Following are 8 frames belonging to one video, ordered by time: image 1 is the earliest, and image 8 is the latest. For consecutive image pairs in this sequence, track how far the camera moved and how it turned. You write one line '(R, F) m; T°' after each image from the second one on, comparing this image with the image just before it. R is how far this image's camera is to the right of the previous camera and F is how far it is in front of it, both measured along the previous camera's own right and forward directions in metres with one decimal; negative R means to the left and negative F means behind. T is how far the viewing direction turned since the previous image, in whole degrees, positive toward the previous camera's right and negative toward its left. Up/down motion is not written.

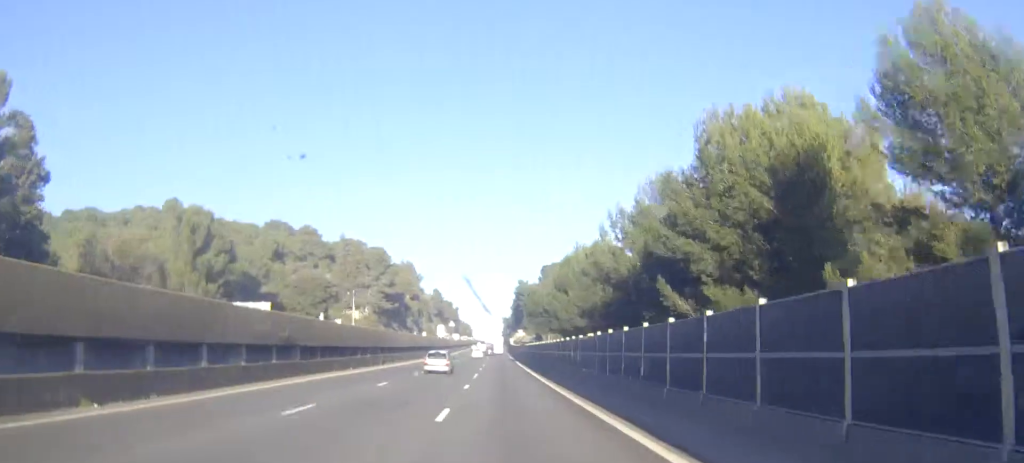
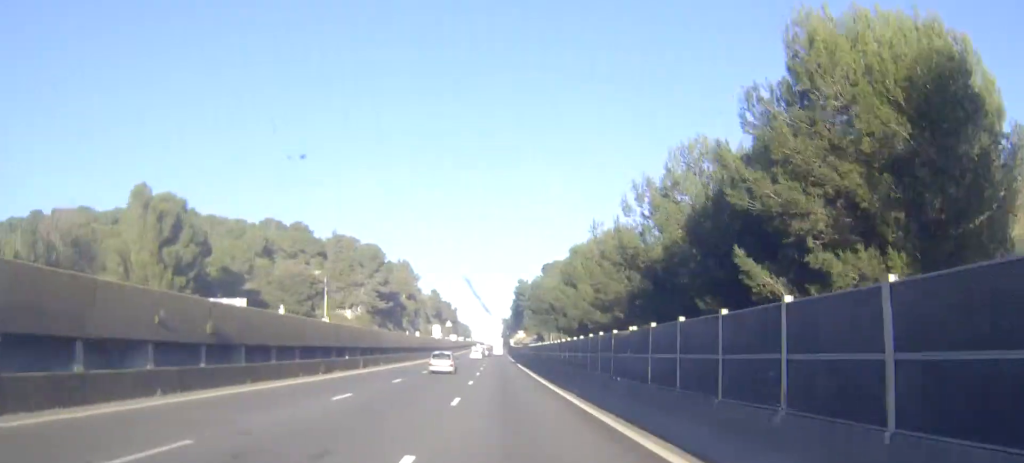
(0.0, +7.8) m; 0°
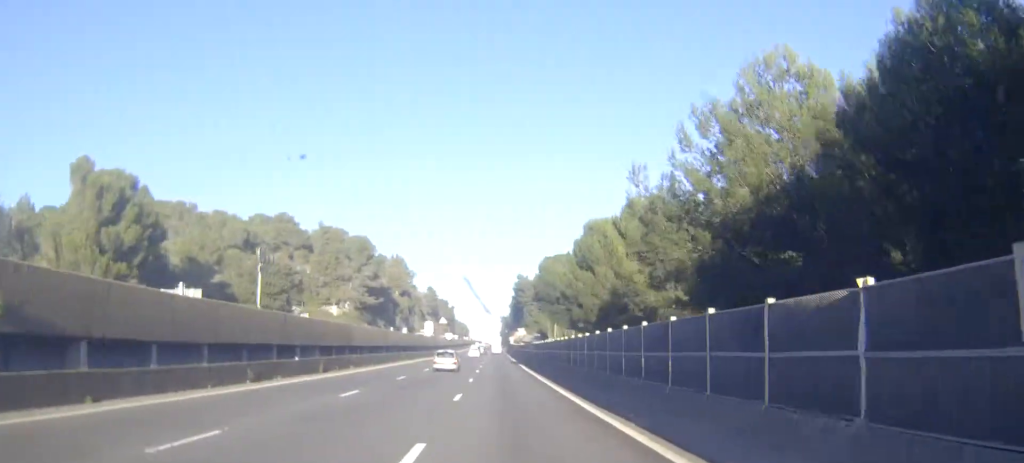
(0.0, +11.4) m; 0°
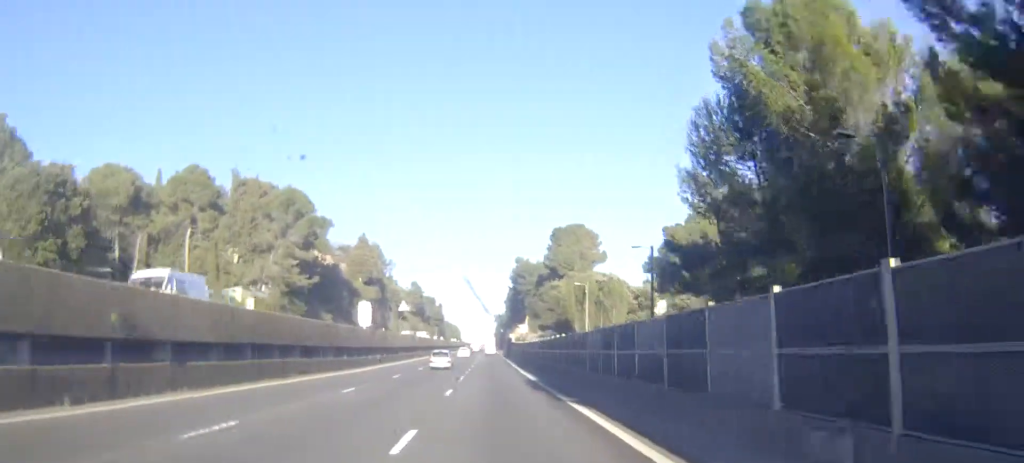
(+0.4, +49.2) m; +1°
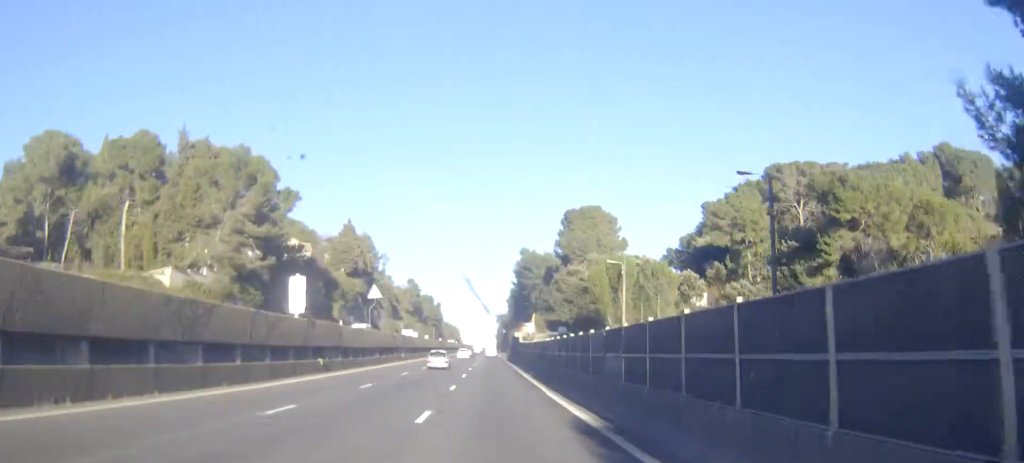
(+0.2, +20.7) m; 0°
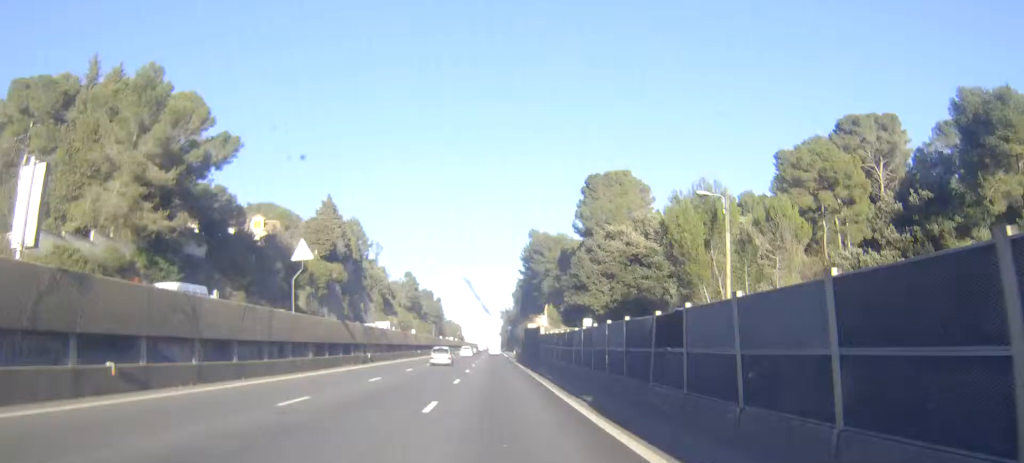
(0.0, +24.3) m; +1°
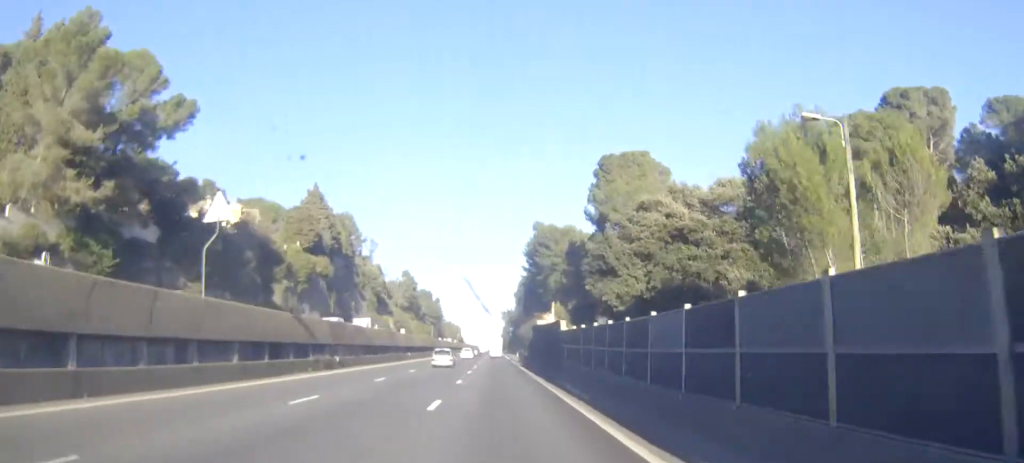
(+0.2, +12.0) m; 0°
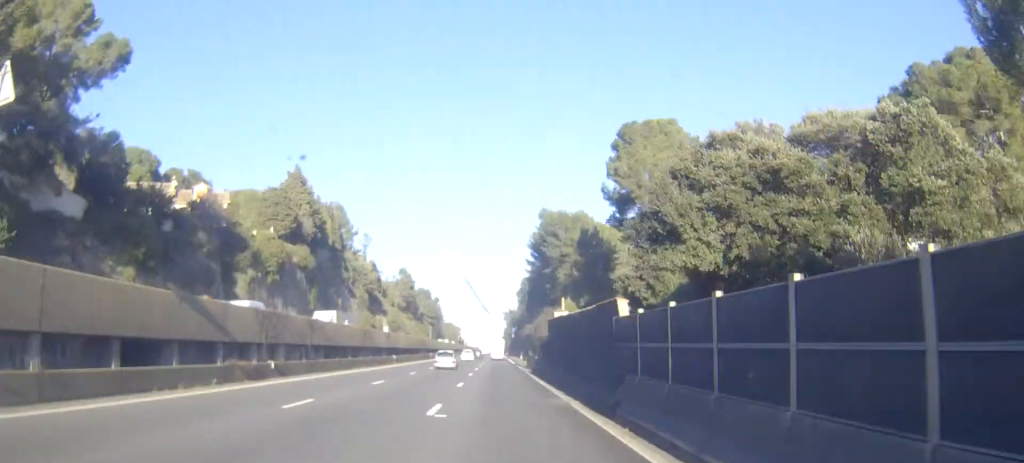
(+0.1, +13.7) m; 0°
